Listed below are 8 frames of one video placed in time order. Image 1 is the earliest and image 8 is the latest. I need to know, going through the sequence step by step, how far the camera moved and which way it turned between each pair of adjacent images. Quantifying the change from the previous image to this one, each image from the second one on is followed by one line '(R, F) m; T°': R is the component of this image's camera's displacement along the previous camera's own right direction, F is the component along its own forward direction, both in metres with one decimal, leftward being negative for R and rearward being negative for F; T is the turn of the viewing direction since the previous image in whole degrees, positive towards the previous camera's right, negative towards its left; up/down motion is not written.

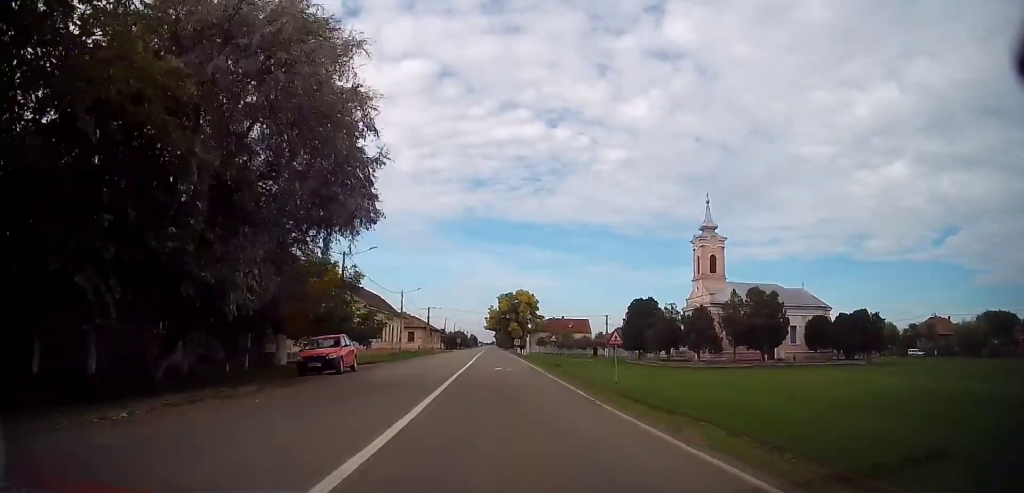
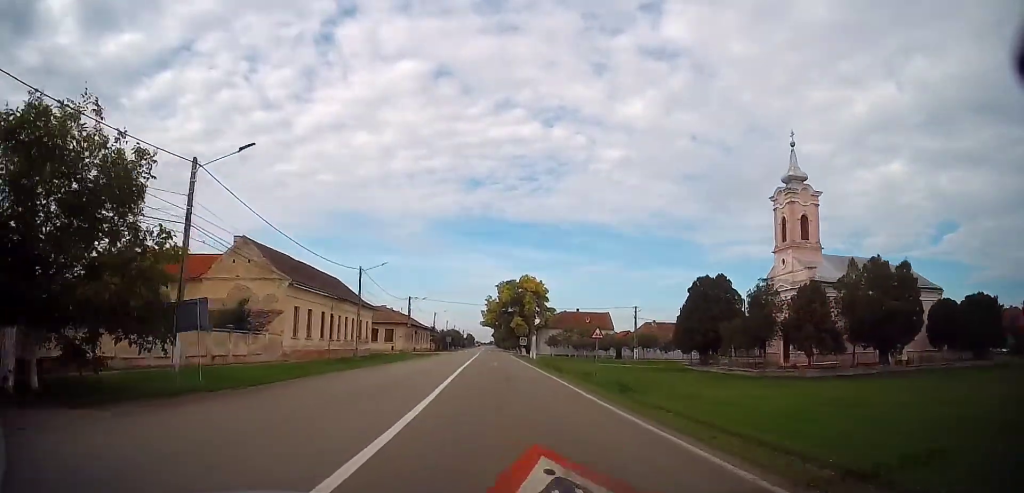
(-0.2, +22.8) m; 0°
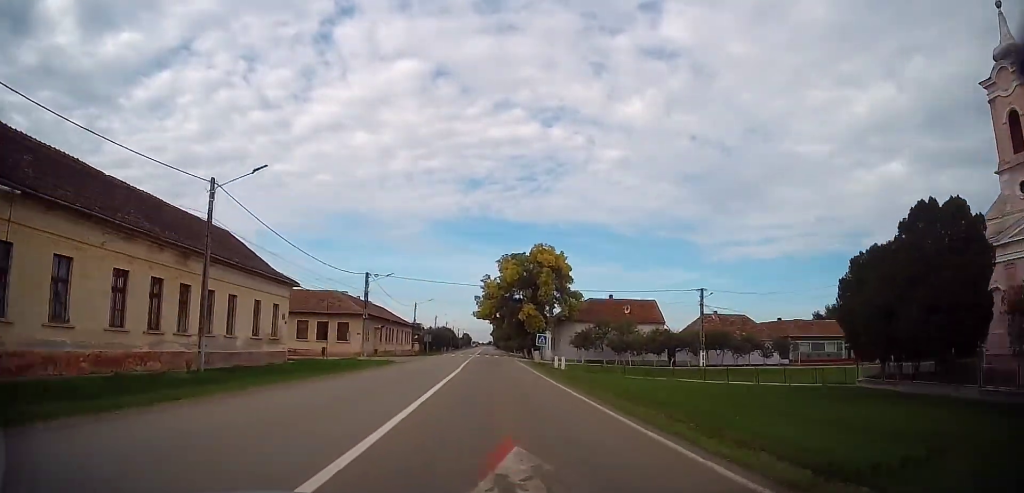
(+0.5, +27.5) m; +1°
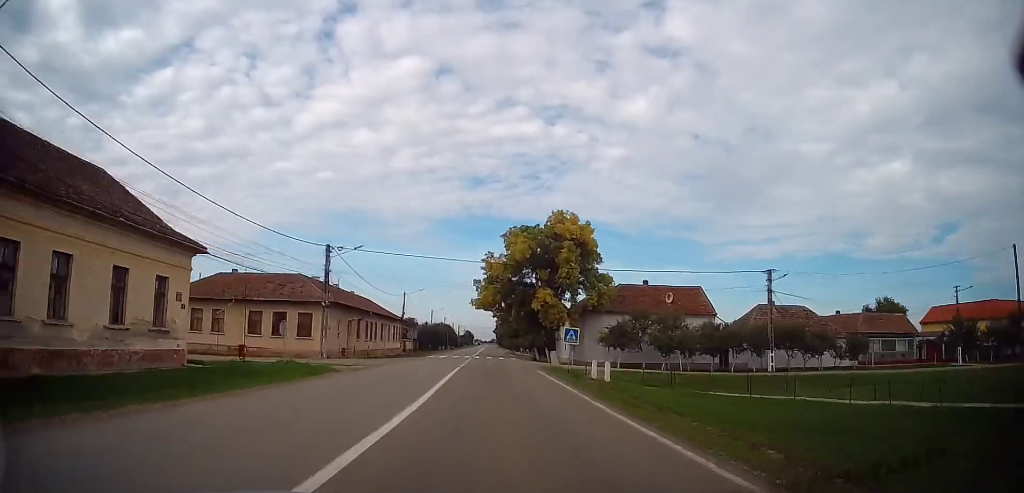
(-0.2, +14.1) m; -1°
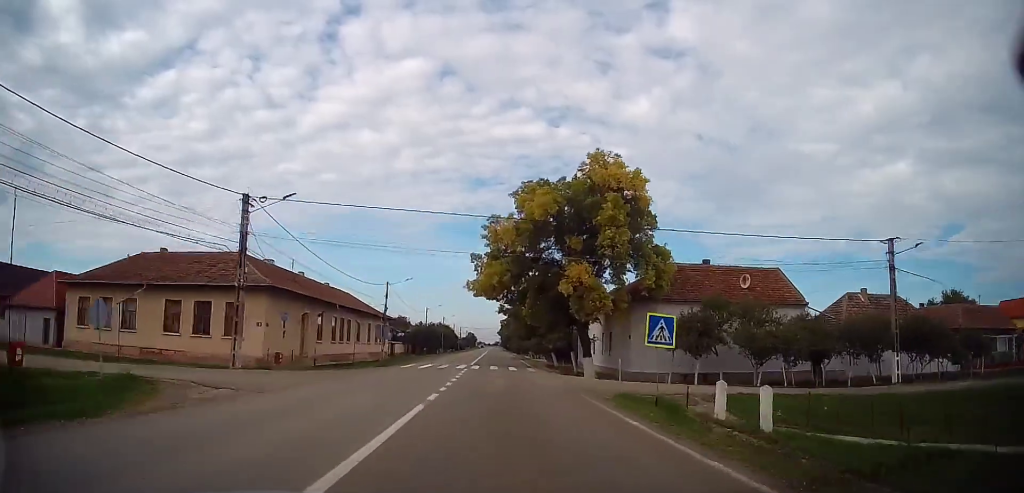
(-0.1, +14.9) m; 0°
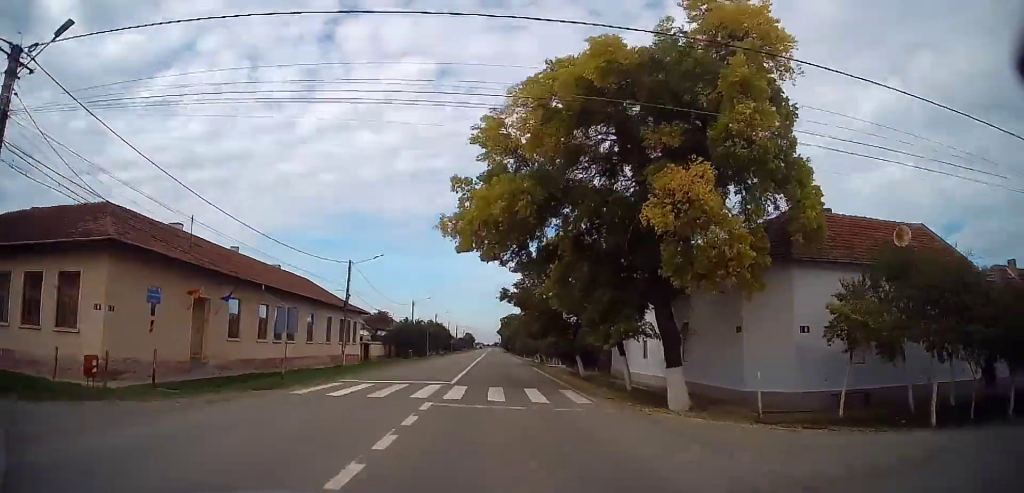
(0.0, +15.6) m; 0°
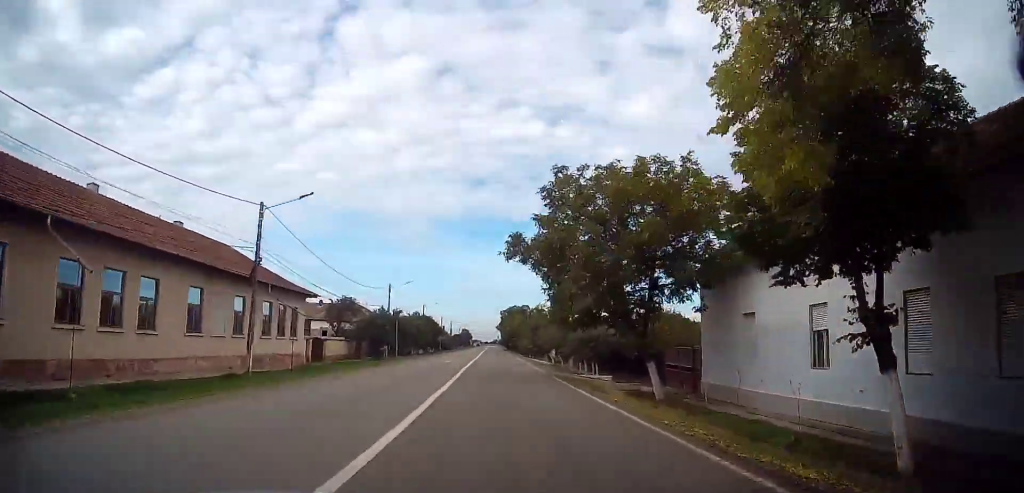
(+0.2, +17.3) m; -1°
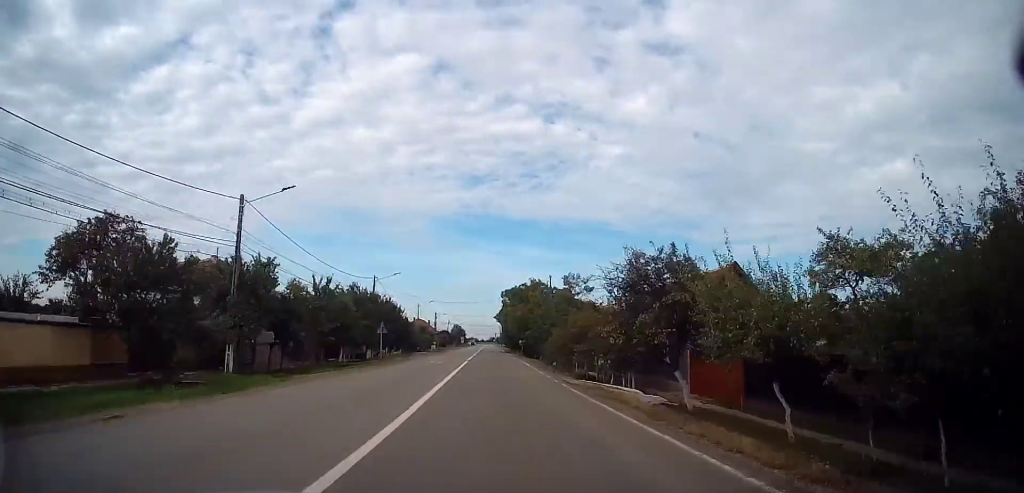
(+0.1, +37.1) m; +1°
